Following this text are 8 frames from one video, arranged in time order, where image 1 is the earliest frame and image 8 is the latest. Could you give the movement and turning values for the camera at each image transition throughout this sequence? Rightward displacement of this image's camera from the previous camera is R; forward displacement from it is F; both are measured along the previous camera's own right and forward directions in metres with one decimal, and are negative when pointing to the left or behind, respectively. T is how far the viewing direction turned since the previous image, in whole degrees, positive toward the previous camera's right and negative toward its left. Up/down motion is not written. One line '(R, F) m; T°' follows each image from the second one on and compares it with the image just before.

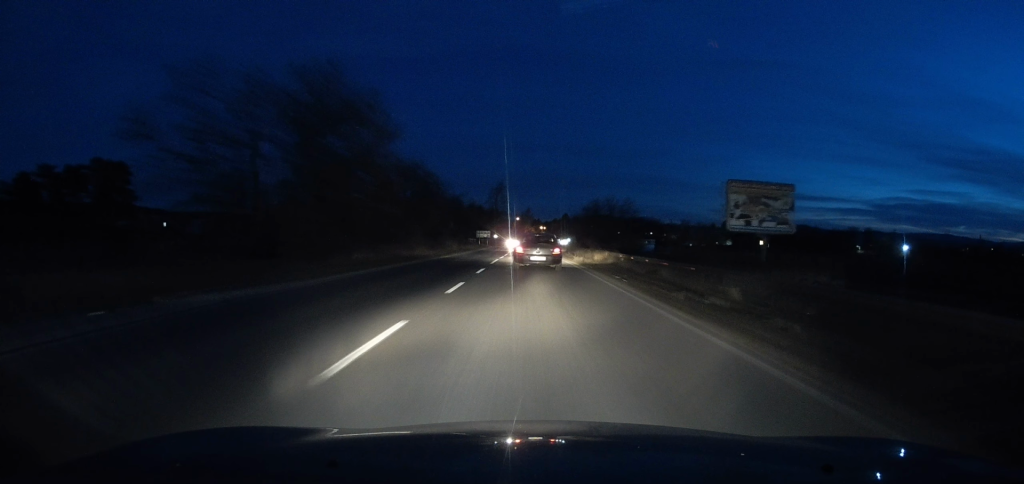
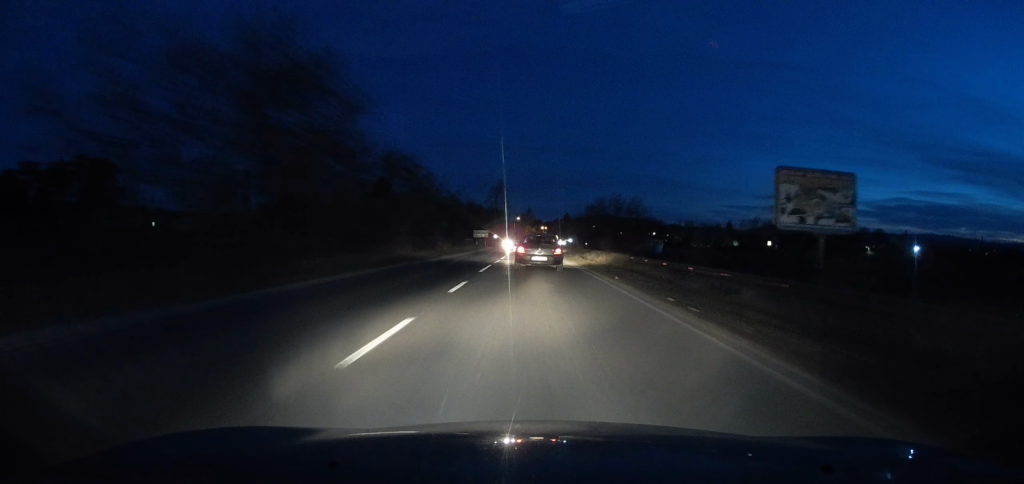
(-0.1, +7.2) m; 0°
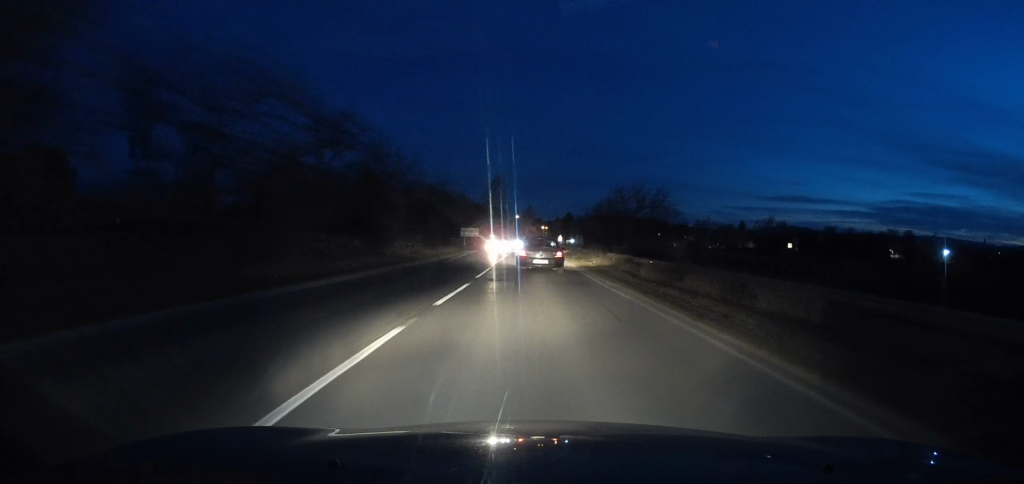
(0.0, +19.4) m; 0°
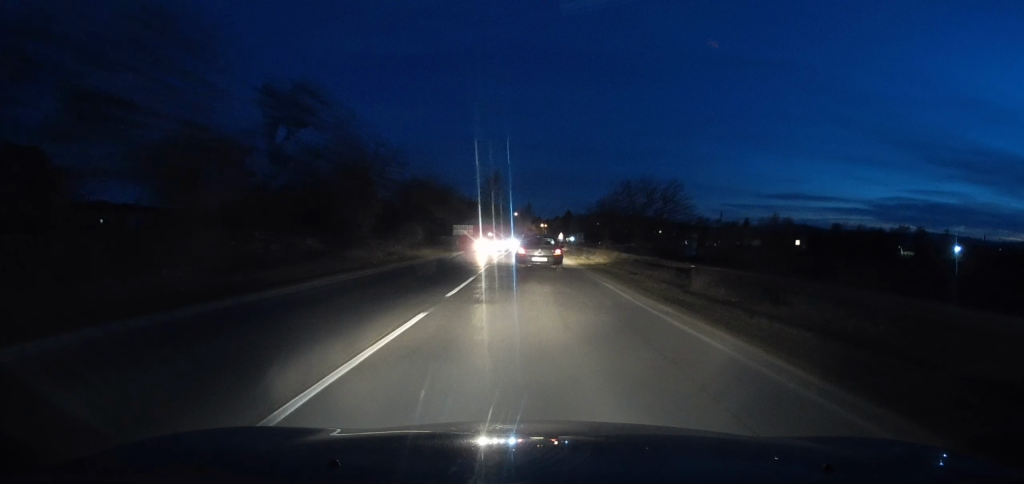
(0.0, +7.1) m; 0°
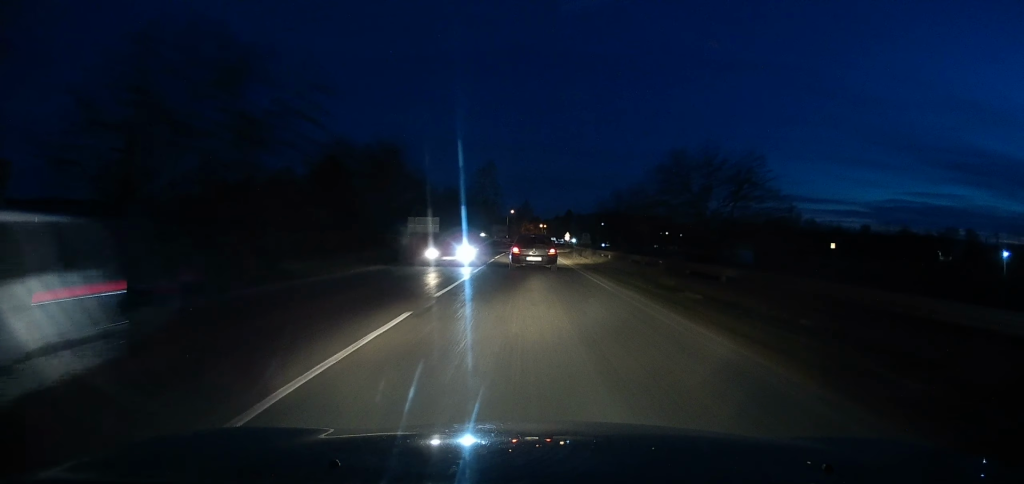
(0.0, +26.7) m; +1°
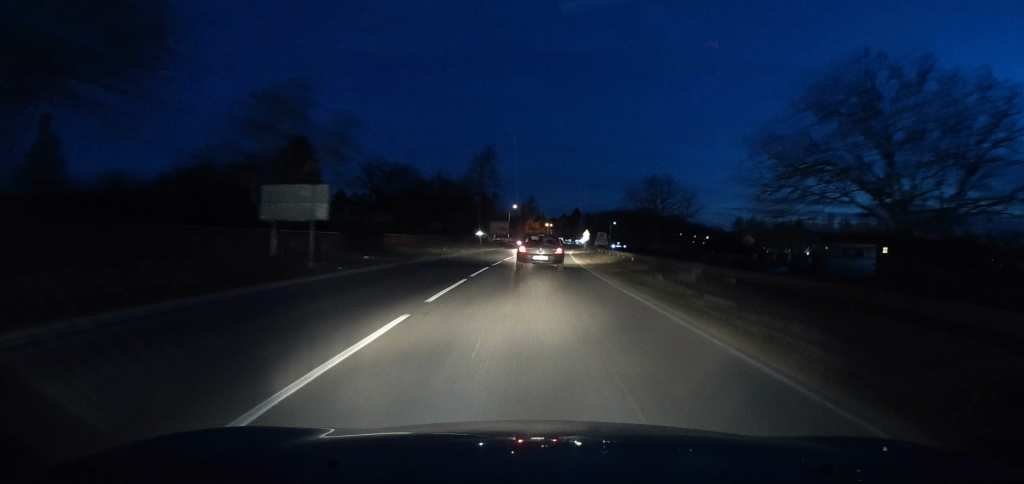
(+0.1, +26.9) m; -1°
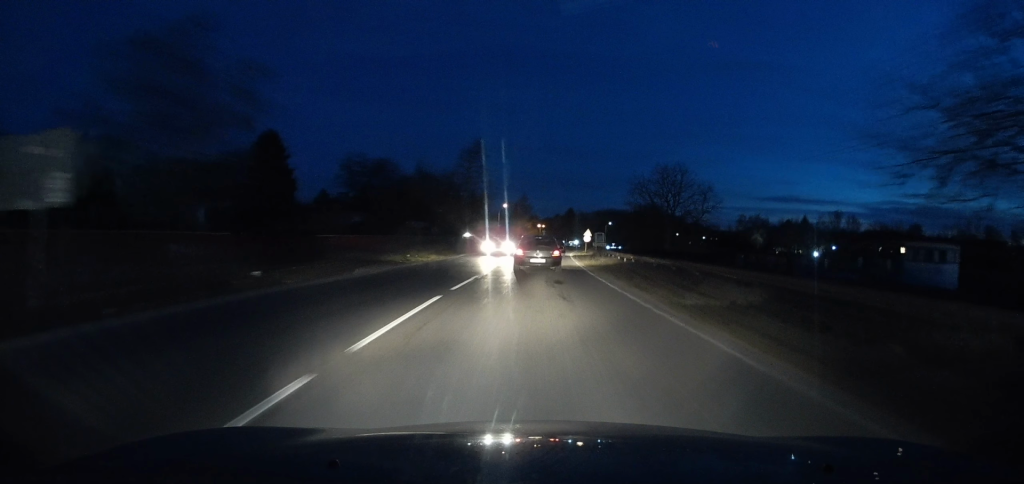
(-0.1, +11.7) m; 0°
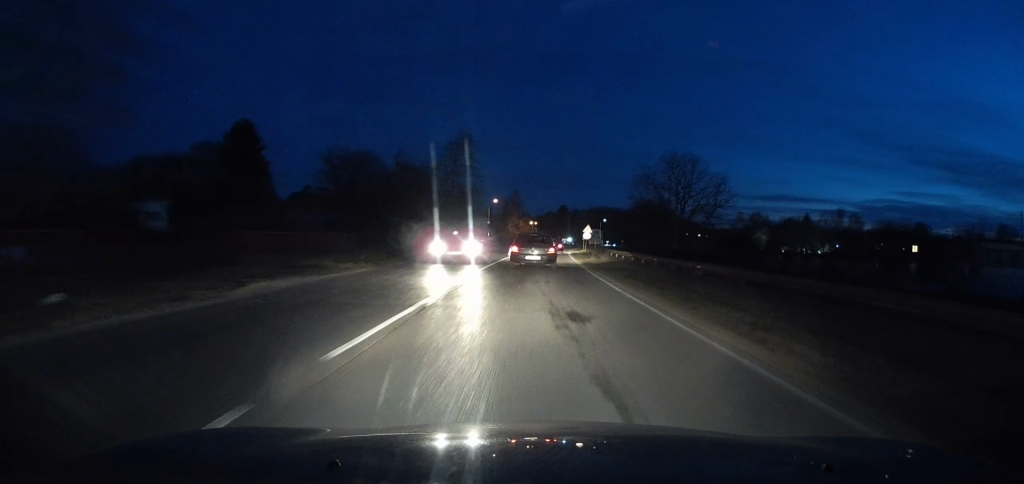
(0.0, +8.4) m; 0°
